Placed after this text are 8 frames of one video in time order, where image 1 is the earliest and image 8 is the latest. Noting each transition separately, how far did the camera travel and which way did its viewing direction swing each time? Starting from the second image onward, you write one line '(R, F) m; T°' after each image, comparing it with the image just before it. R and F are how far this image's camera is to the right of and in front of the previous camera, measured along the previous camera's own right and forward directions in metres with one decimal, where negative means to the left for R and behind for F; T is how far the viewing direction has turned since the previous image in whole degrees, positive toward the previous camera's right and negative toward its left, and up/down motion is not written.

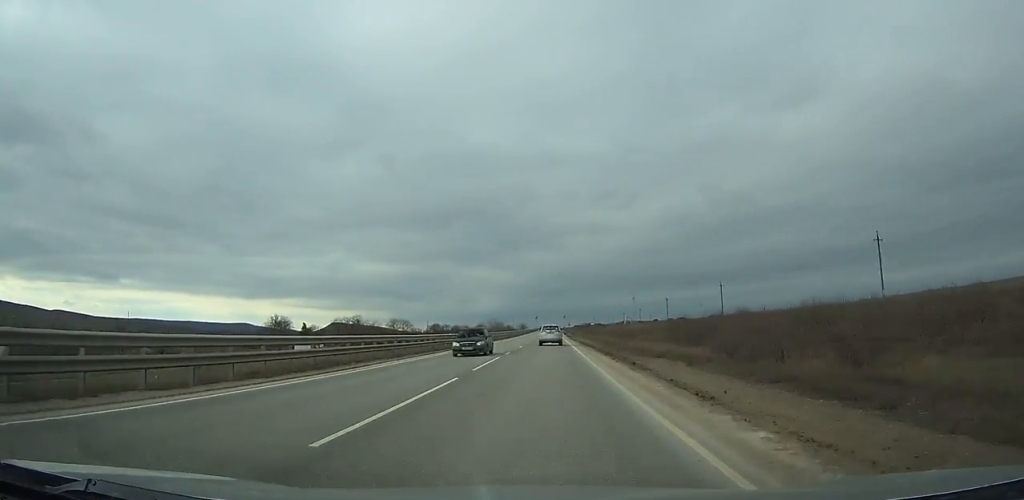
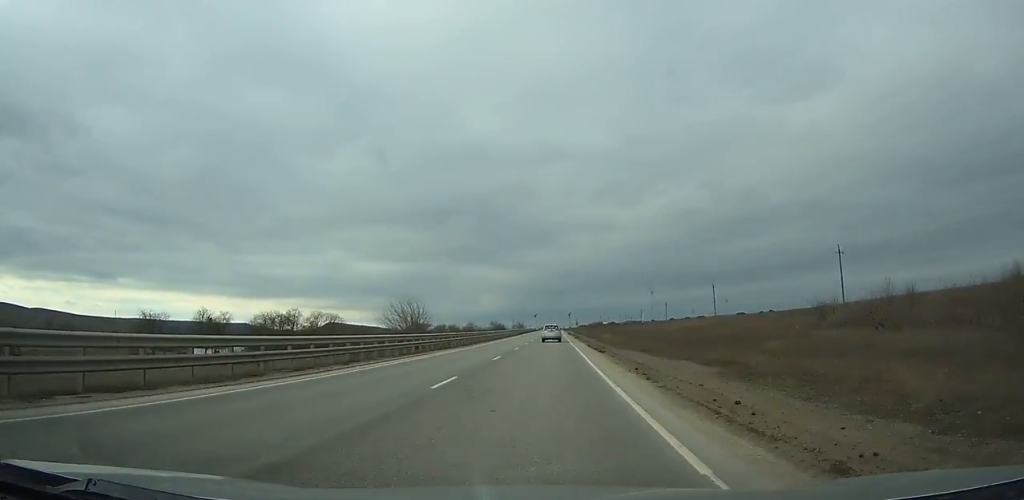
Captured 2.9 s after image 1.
(0.0, +66.1) m; 0°
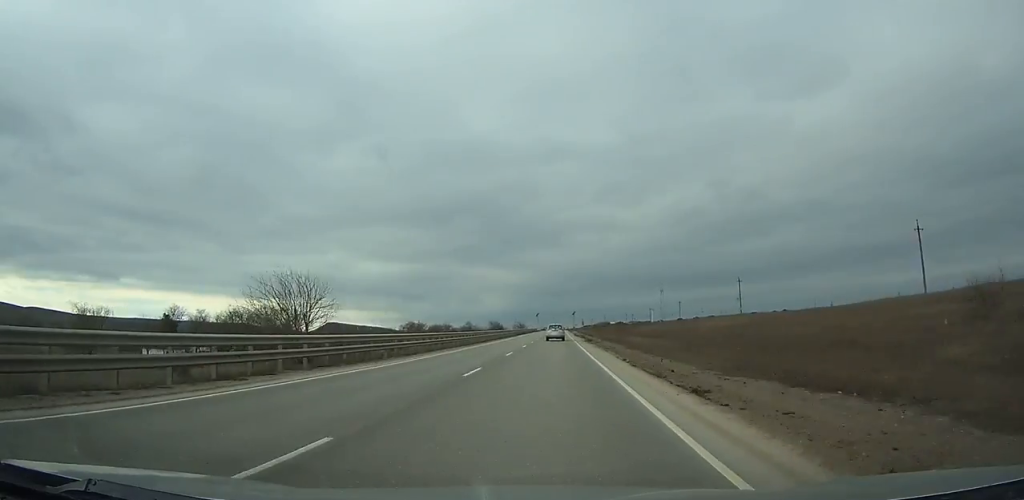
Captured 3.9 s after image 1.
(-0.1, +21.2) m; 0°
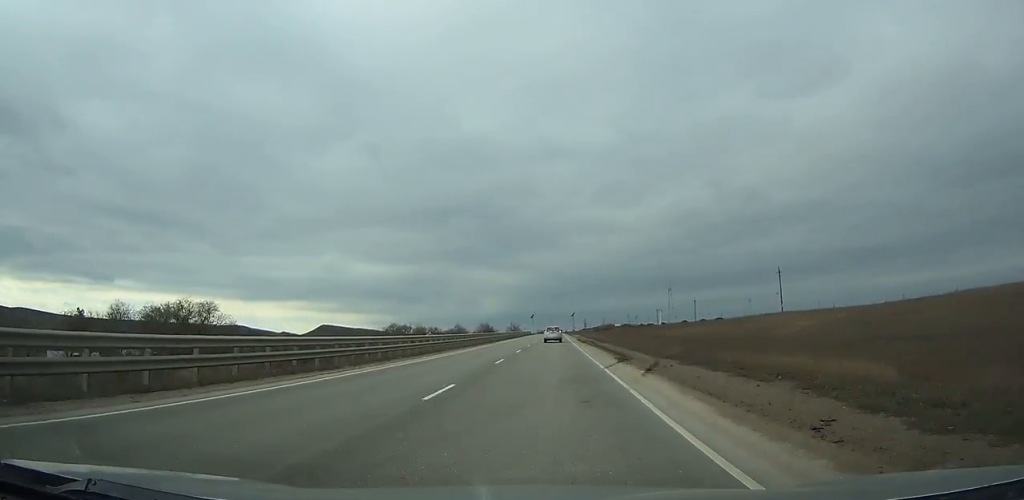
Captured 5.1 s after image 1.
(0.0, +28.8) m; 0°
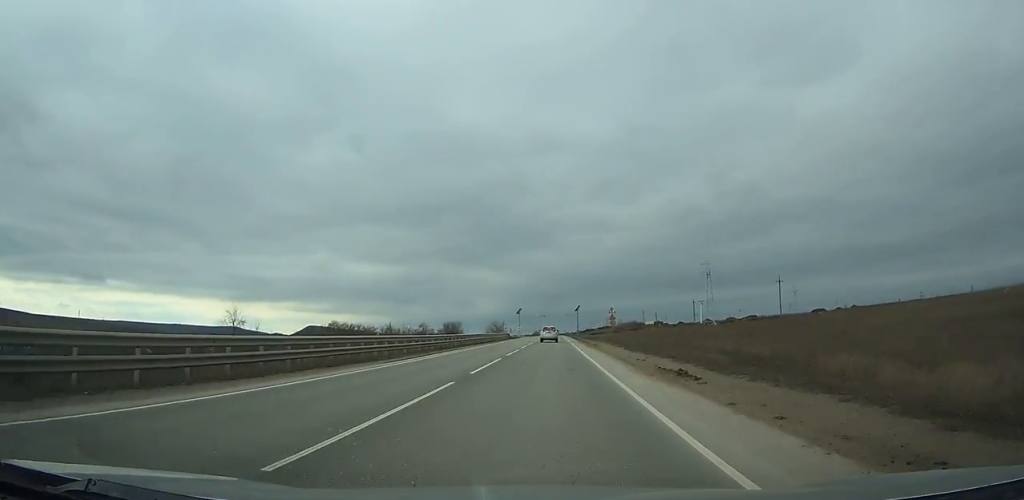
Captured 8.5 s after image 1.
(+0.1, +77.2) m; 0°
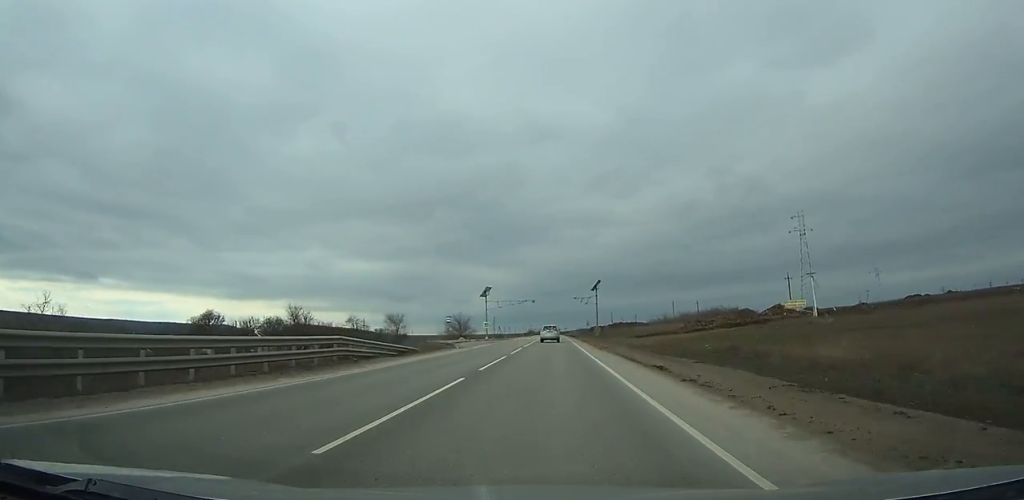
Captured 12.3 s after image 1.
(-0.7, +83.0) m; 0°
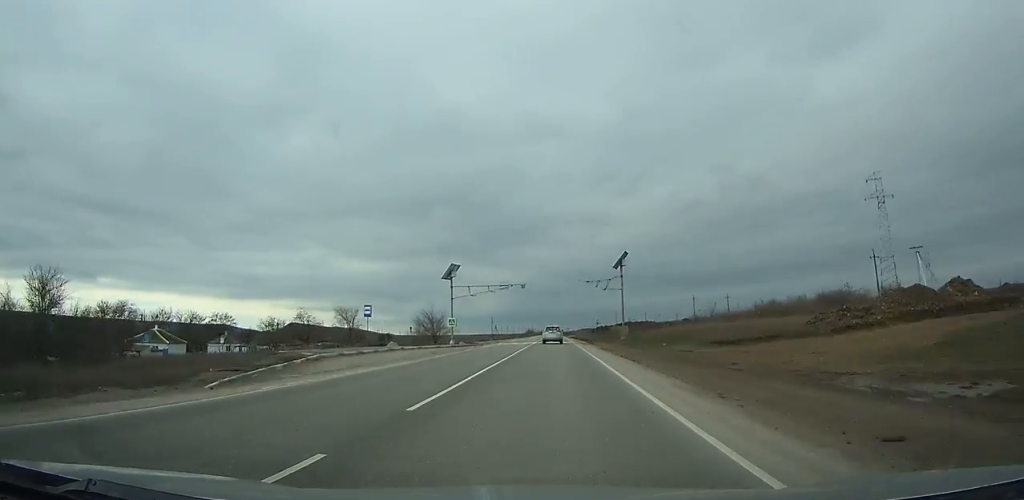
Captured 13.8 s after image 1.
(0.0, +33.3) m; 0°
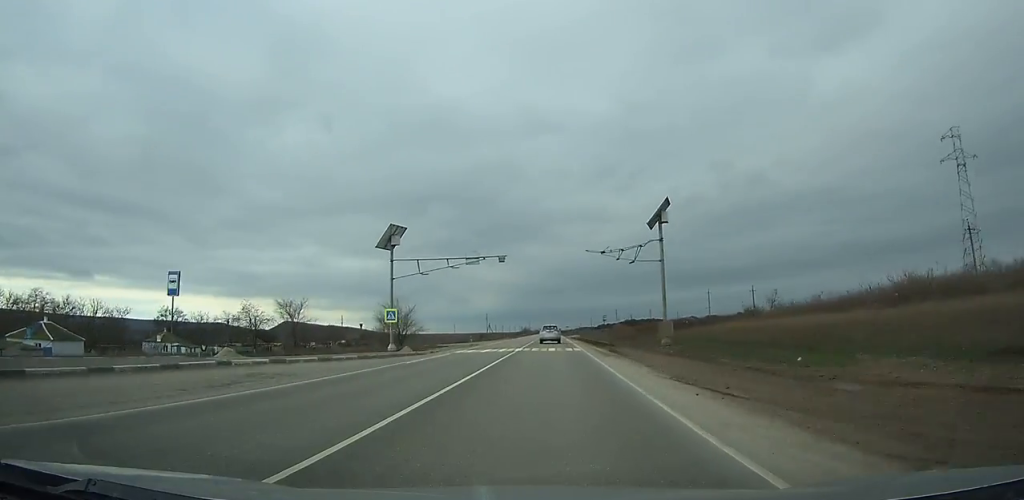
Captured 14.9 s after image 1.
(0.0, +23.0) m; 0°
